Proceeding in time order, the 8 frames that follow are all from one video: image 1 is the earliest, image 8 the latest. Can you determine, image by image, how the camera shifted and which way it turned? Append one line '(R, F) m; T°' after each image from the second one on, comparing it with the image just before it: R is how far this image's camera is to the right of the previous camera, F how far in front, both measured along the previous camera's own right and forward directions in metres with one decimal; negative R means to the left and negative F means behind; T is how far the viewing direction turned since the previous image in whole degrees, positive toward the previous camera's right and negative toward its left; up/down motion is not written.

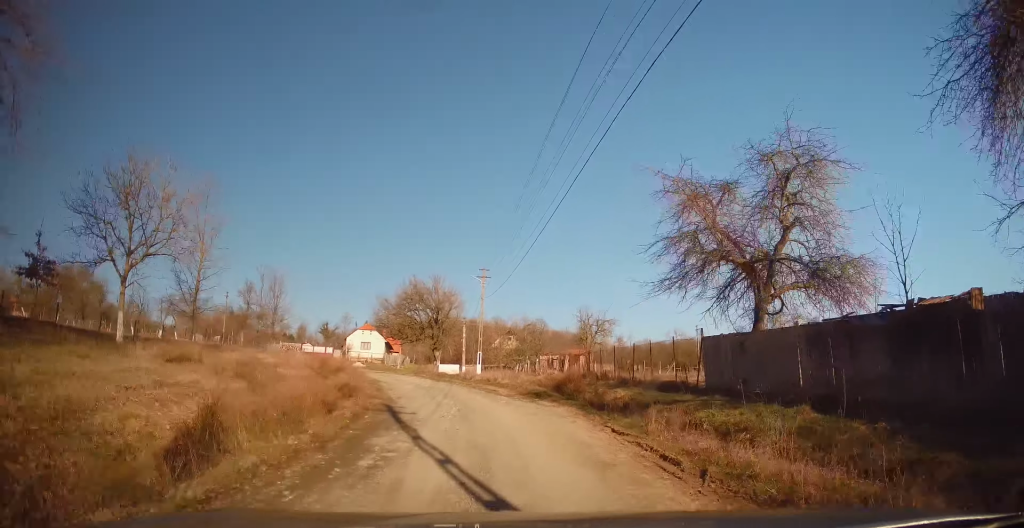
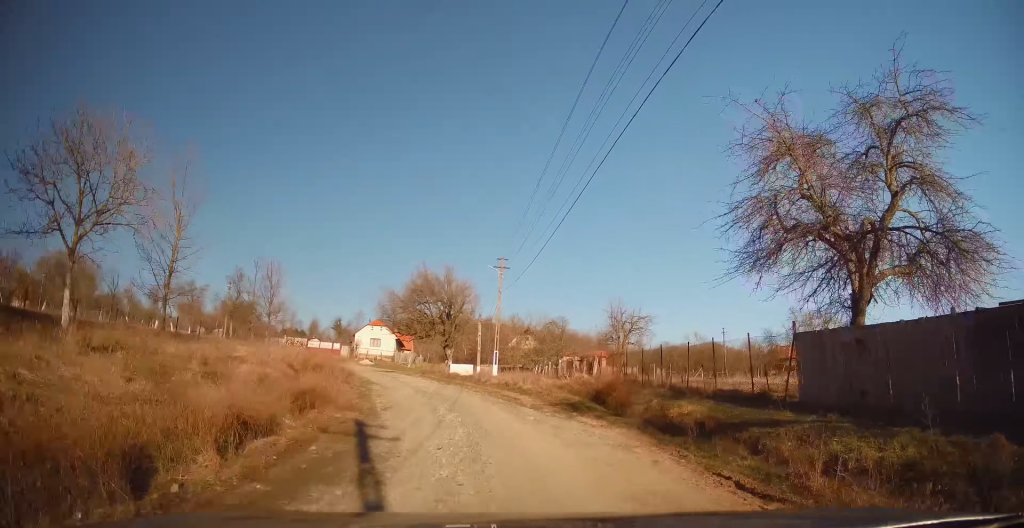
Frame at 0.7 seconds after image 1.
(-0.2, +4.1) m; -4°
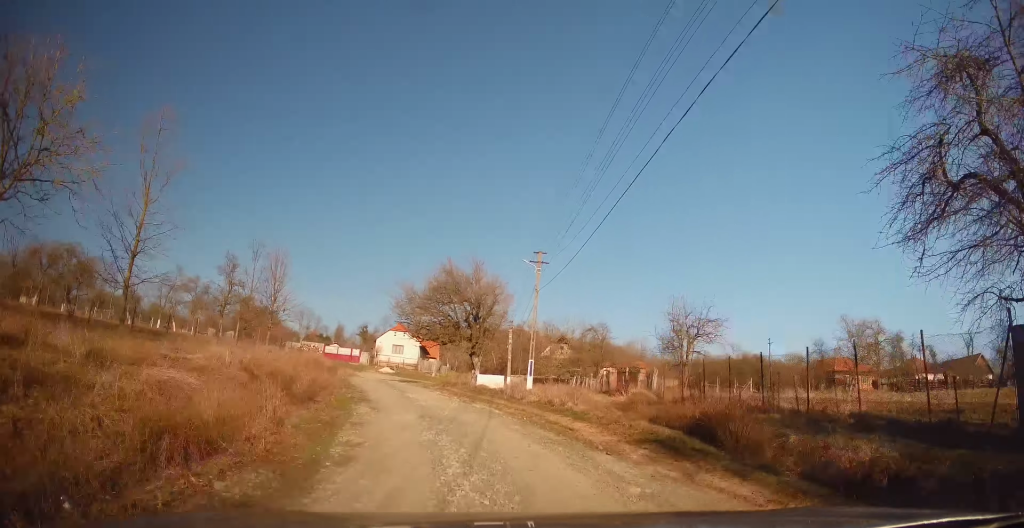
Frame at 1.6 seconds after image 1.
(-0.2, +5.4) m; -2°
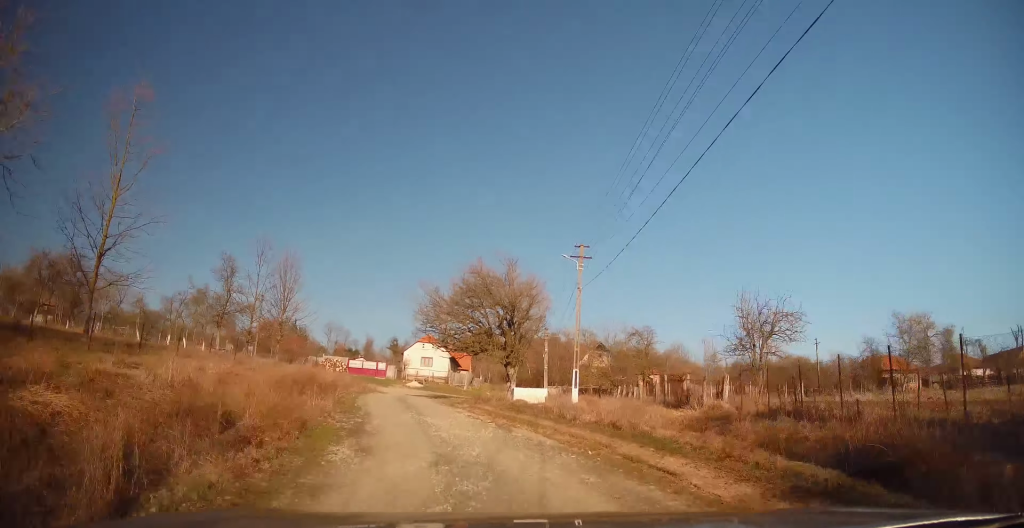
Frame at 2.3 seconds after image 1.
(-0.1, +4.1) m; -1°
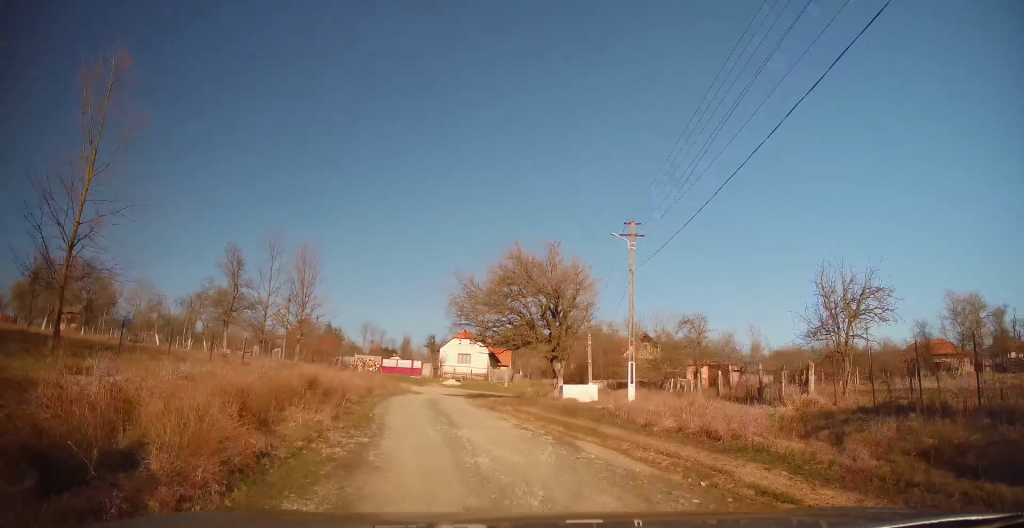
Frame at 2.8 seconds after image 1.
(+0.2, +3.1) m; -2°
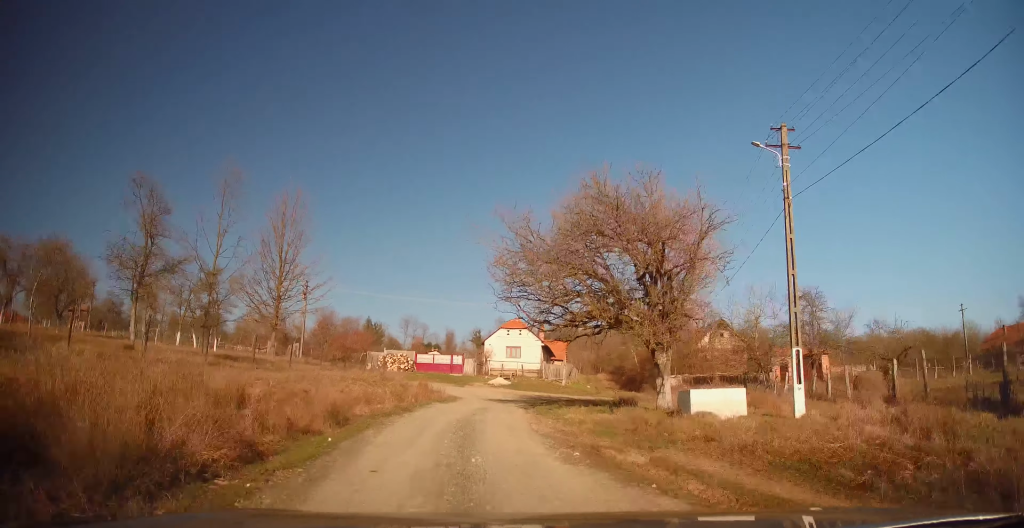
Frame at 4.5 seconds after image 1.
(-0.9, +10.0) m; -9°
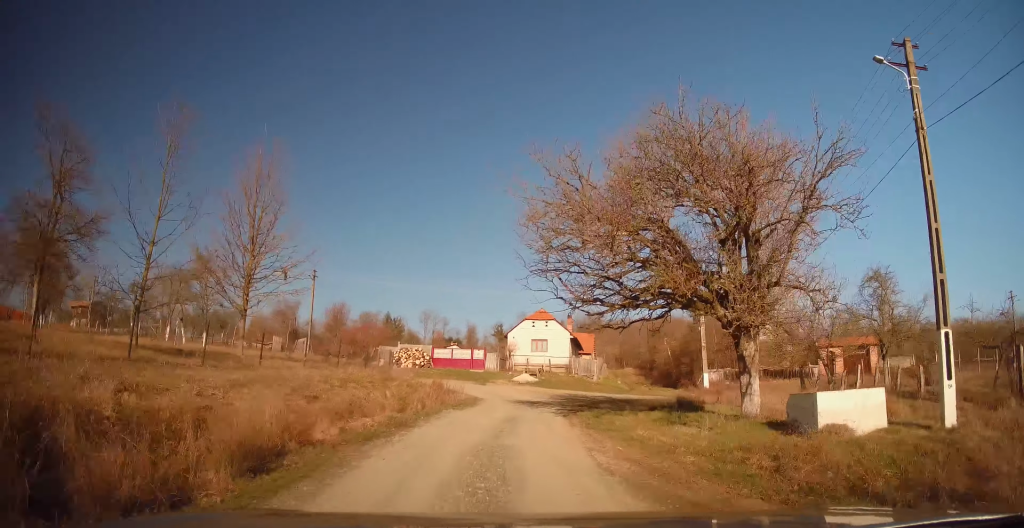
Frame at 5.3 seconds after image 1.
(0.0, +4.6) m; -1°
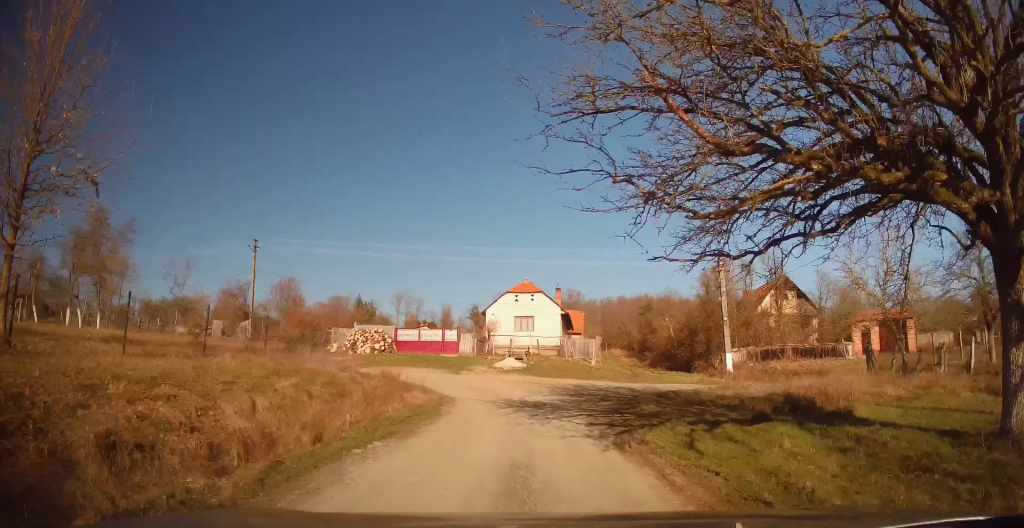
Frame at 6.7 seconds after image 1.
(+0.1, +8.4) m; +4°
